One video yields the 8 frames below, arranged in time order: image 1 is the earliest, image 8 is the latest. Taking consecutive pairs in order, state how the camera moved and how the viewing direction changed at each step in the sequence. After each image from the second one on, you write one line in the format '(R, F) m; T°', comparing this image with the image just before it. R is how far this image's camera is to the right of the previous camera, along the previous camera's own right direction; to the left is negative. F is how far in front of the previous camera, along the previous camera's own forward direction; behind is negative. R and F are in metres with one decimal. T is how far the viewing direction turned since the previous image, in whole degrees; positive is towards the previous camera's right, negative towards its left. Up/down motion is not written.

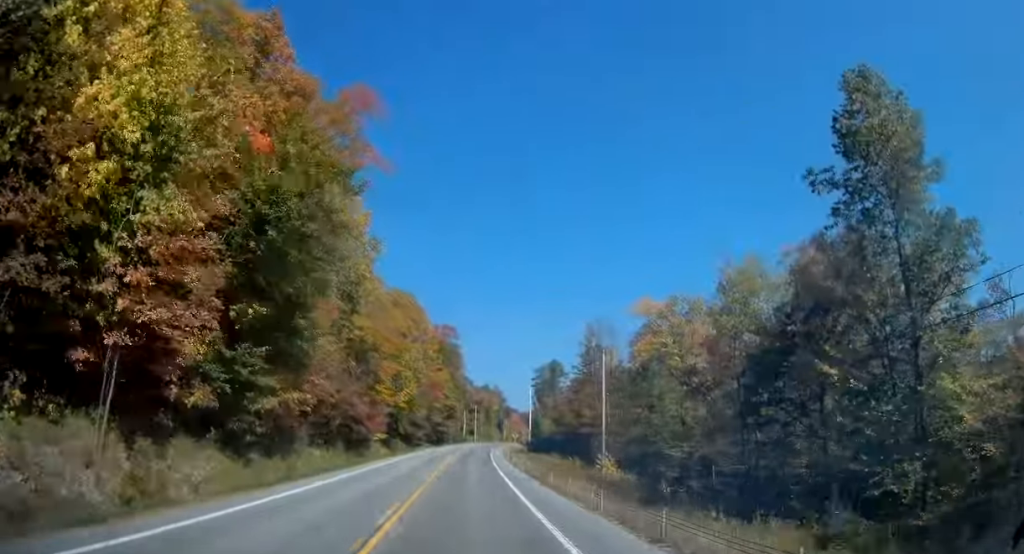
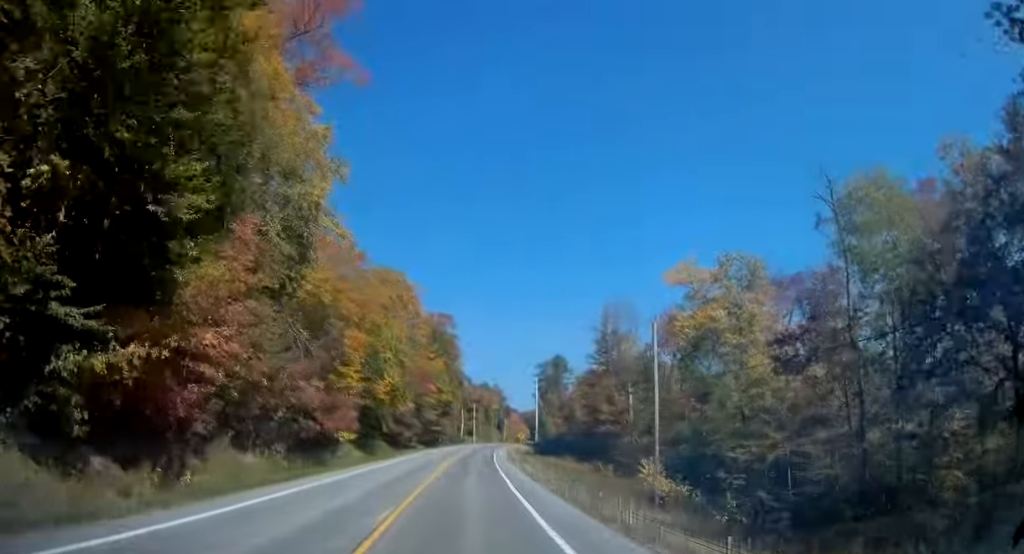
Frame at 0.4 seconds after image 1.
(0.0, +12.3) m; 0°
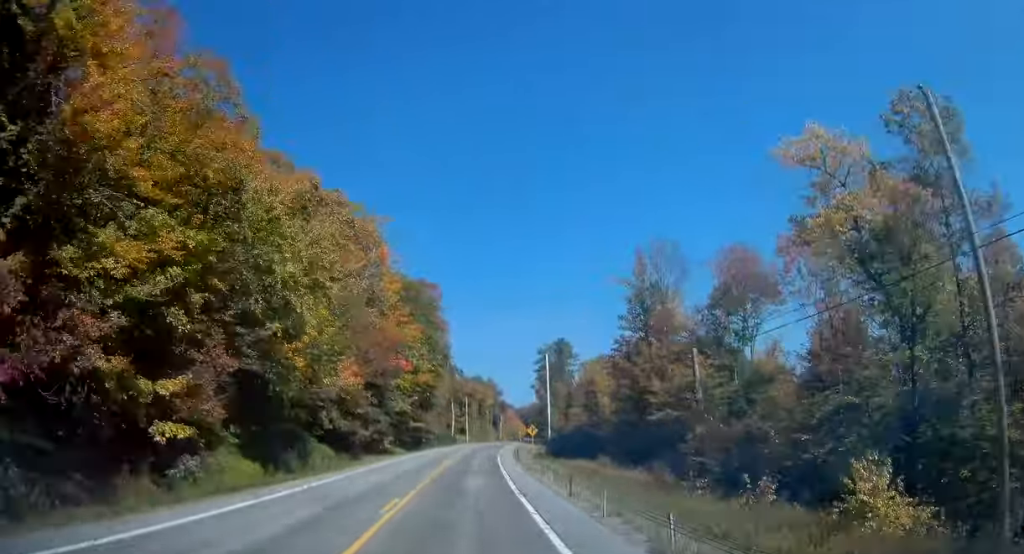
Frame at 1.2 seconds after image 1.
(0.0, +22.1) m; +1°
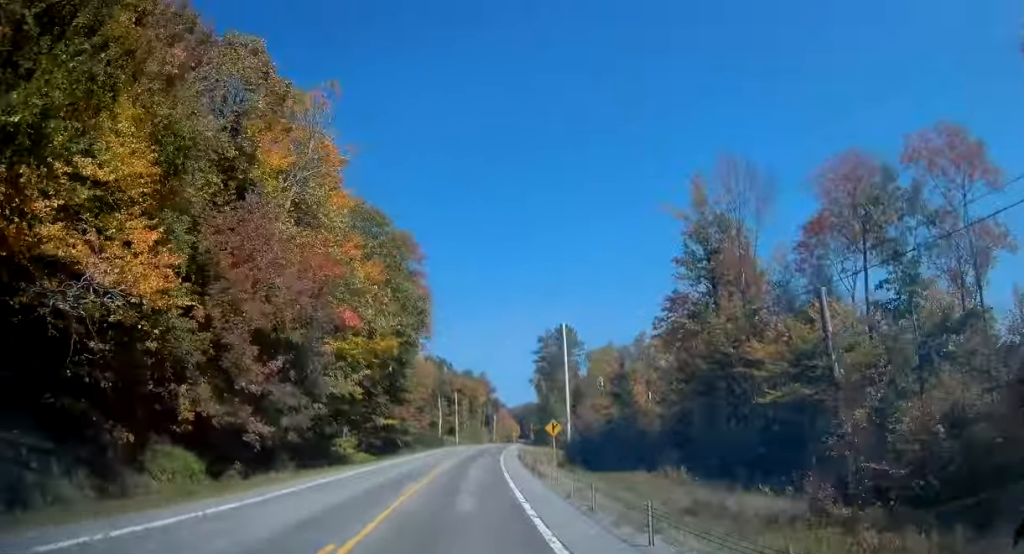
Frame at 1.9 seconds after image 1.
(0.0, +19.3) m; +1°
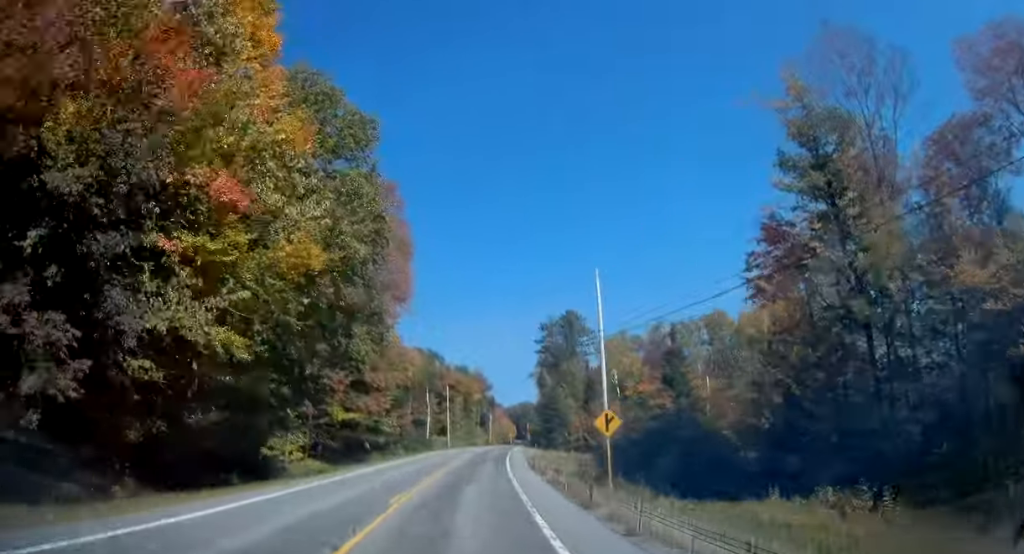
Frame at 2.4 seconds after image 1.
(+0.2, +16.6) m; +1°
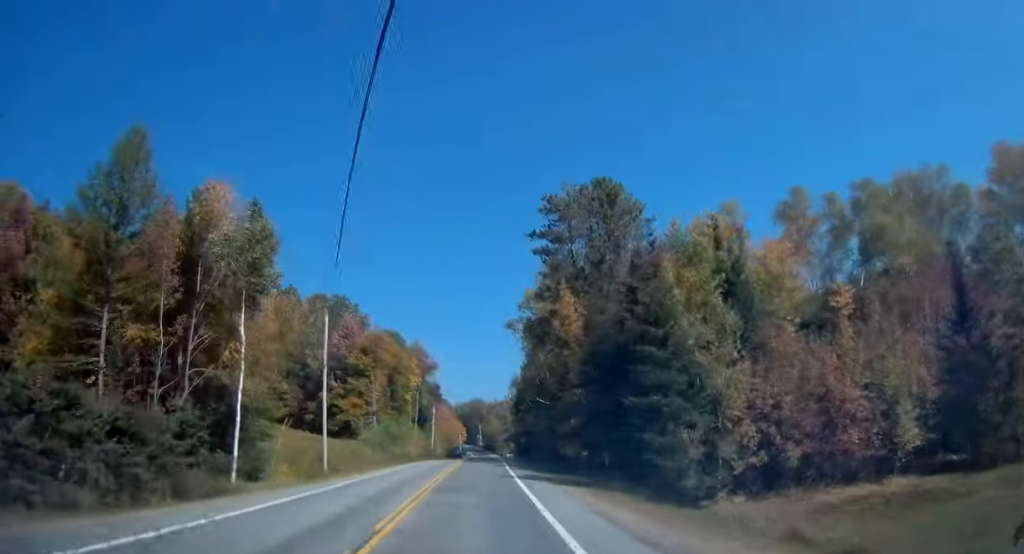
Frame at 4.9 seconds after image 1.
(+2.8, +65.7) m; +5°
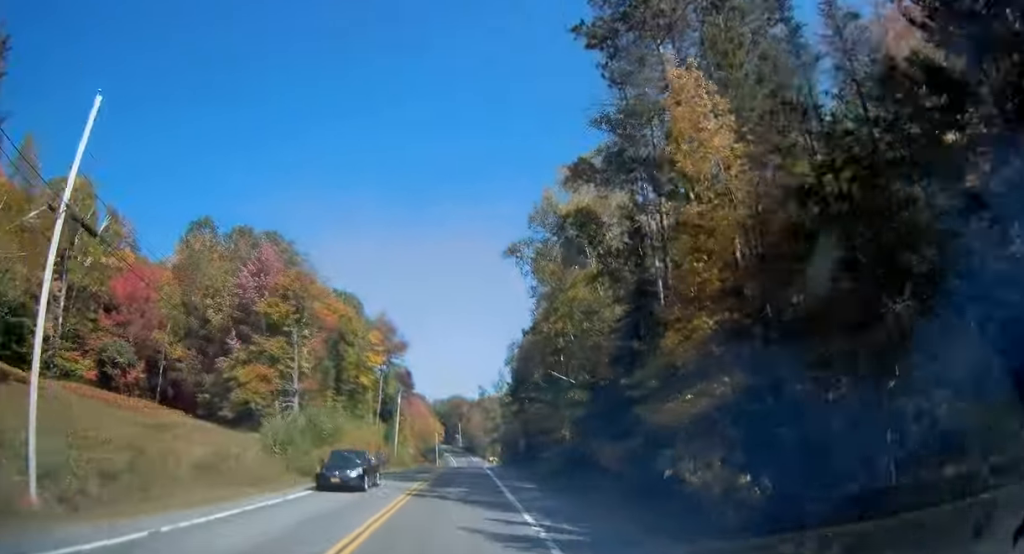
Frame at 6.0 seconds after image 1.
(+0.5, +30.7) m; +1°
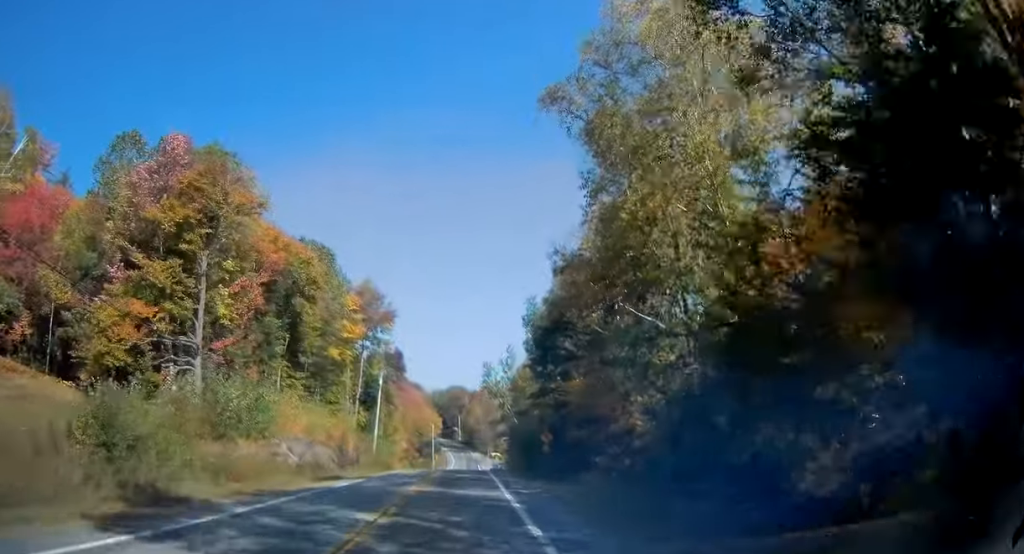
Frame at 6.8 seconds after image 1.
(+0.2, +21.6) m; 0°
